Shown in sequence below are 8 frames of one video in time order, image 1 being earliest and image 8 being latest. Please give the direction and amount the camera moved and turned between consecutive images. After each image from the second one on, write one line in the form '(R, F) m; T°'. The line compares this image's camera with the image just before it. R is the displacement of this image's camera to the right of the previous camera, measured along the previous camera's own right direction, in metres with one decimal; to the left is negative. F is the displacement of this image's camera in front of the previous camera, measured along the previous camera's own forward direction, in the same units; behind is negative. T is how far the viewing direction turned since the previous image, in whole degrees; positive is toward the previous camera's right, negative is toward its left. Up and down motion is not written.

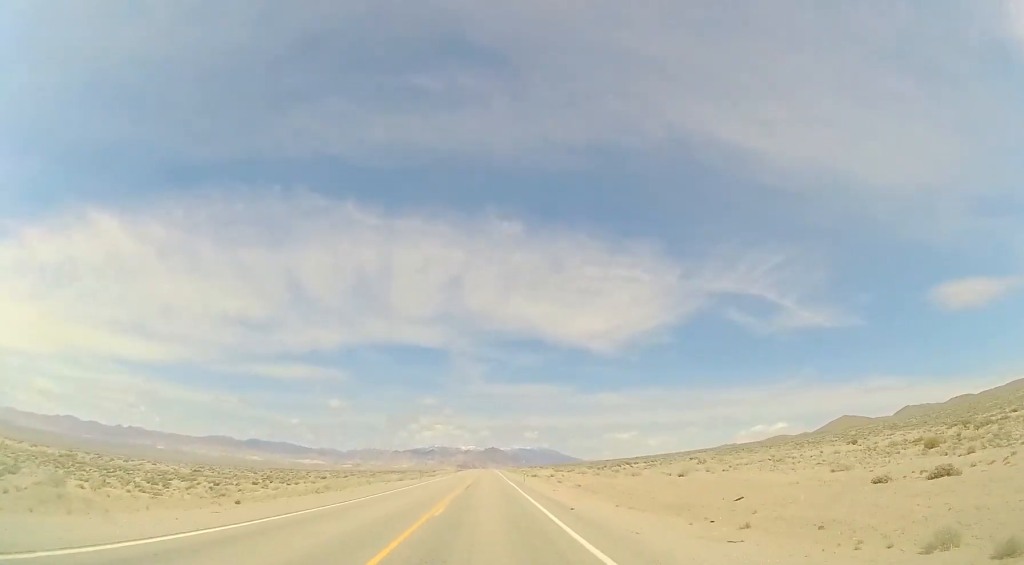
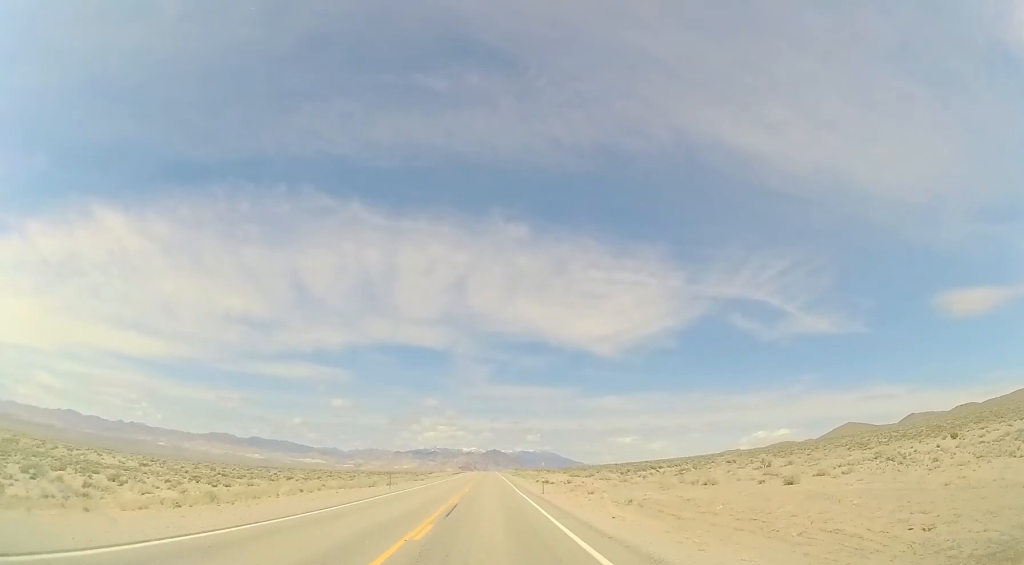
(0.0, +17.3) m; 0°
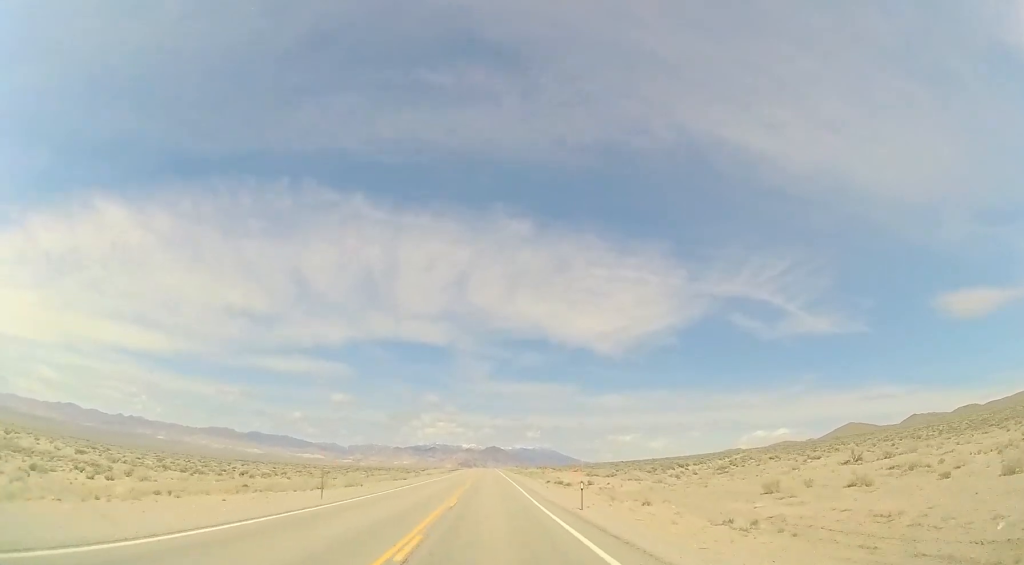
(-0.1, +15.4) m; 0°
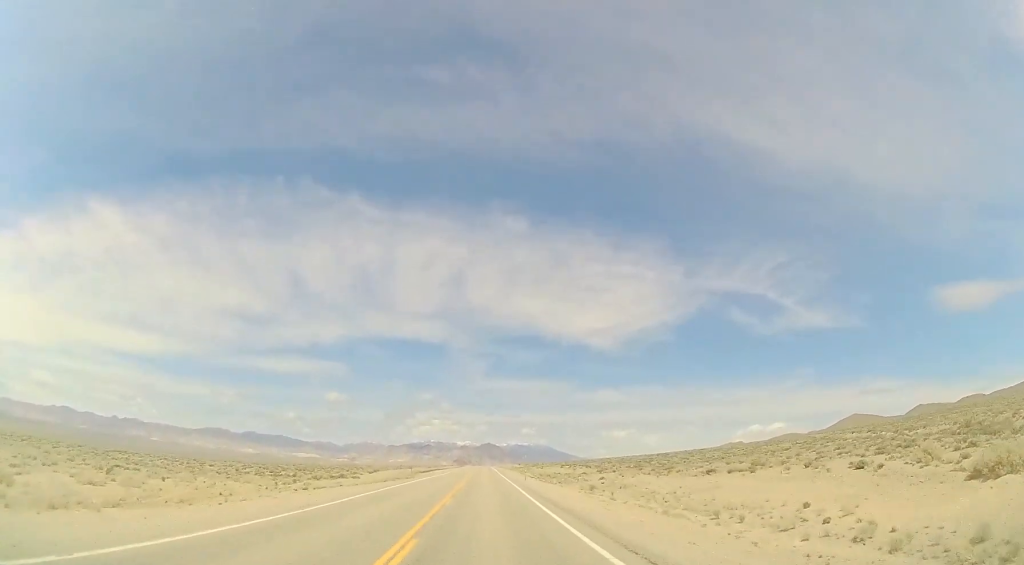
(+1.0, +61.9) m; 0°
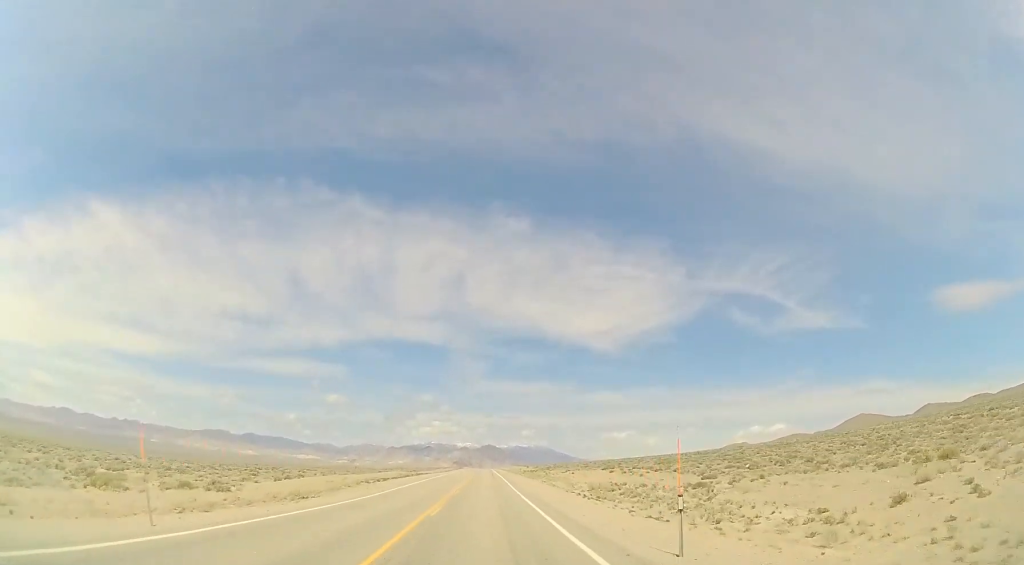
(-0.5, +40.2) m; -1°
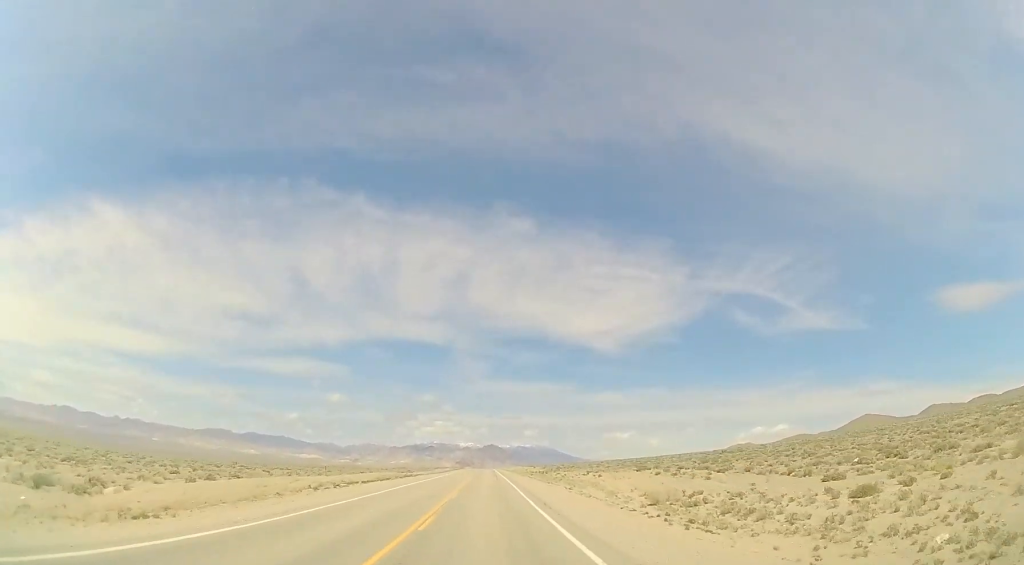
(+0.1, +15.8) m; 0°
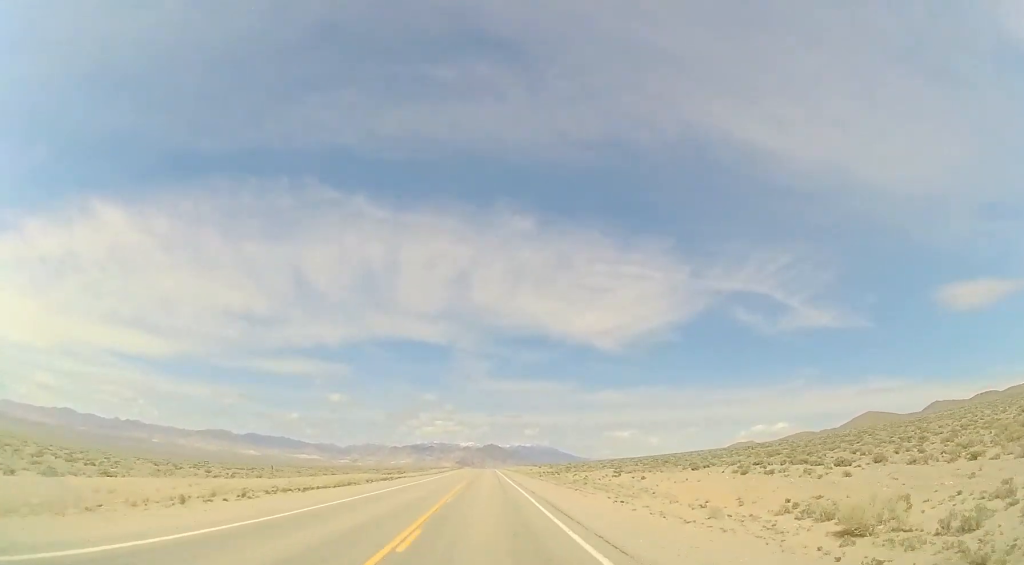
(0.0, +15.8) m; 0°
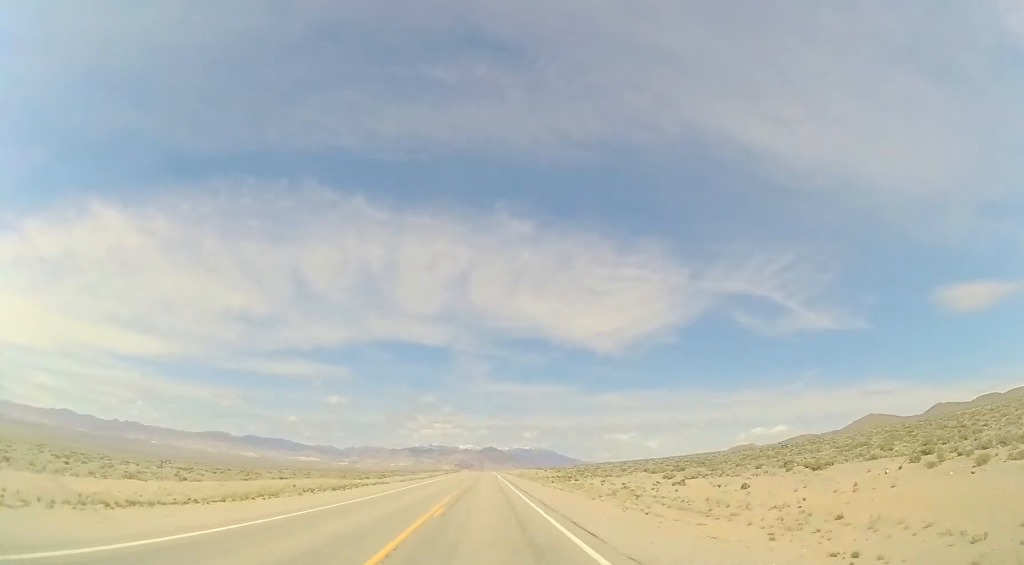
(-0.1, +16.8) m; 0°
